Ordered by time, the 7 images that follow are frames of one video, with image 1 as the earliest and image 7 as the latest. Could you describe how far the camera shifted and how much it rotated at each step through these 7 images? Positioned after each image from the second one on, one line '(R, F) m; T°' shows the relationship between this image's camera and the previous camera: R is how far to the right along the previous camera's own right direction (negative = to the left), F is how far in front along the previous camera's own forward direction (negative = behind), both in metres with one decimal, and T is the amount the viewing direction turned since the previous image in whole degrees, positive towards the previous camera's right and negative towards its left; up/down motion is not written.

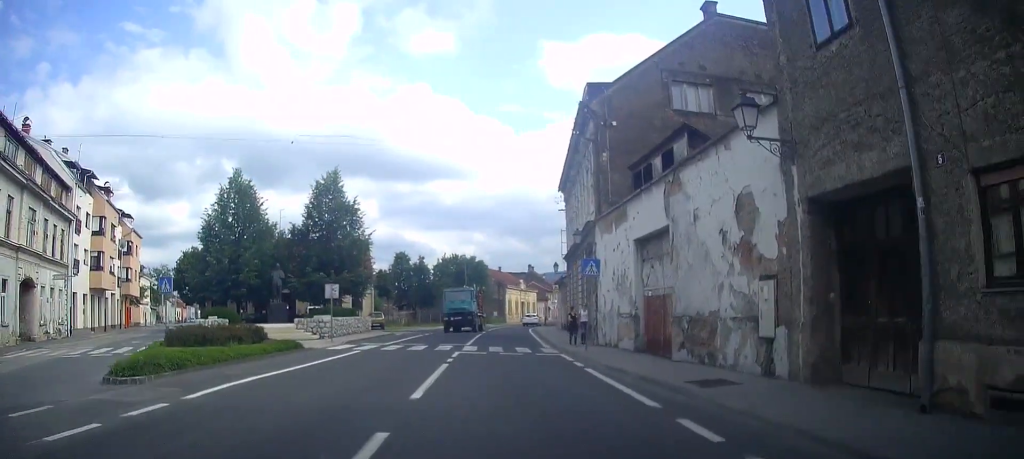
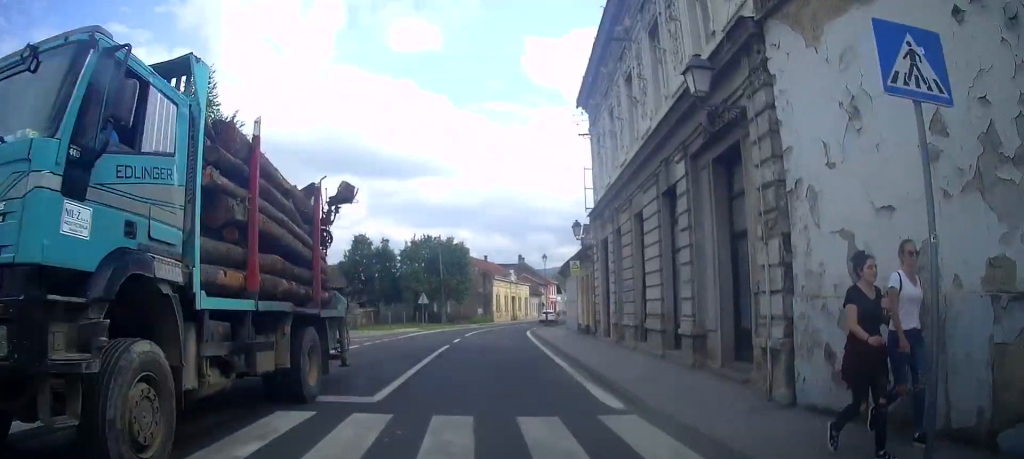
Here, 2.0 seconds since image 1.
(-0.1, +18.3) m; 0°
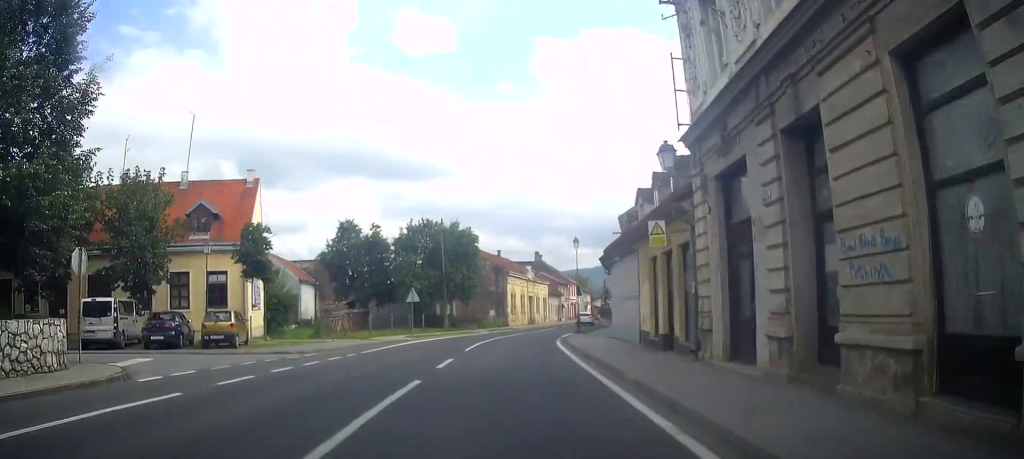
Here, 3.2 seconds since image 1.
(+0.1, +12.0) m; 0°
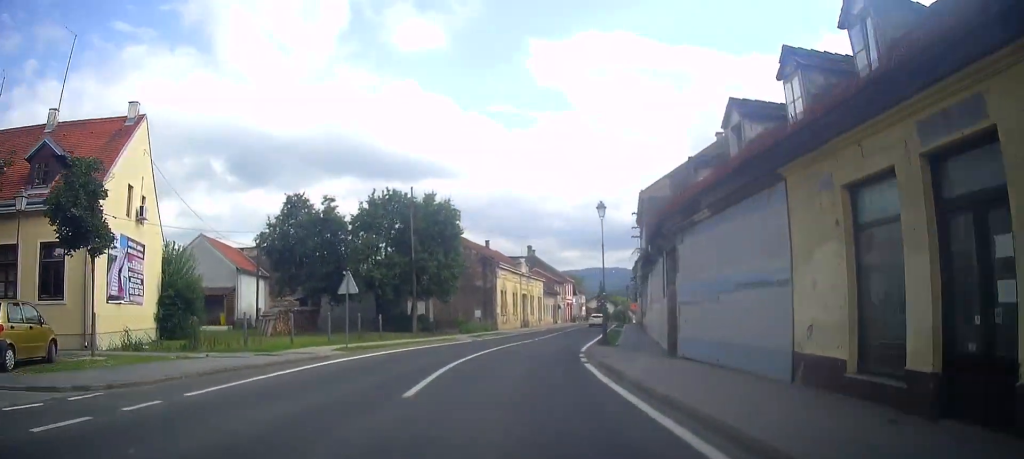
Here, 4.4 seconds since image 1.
(0.0, +12.4) m; +1°
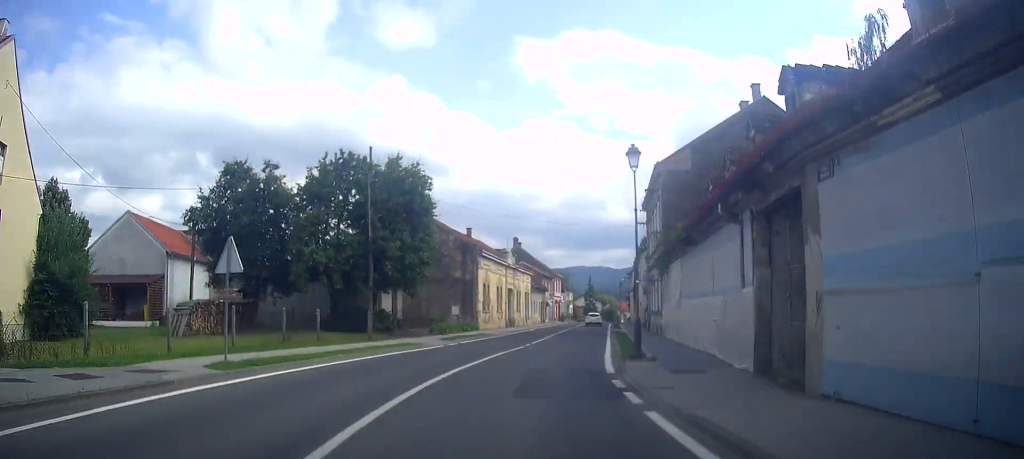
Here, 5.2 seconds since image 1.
(+0.1, +8.6) m; +2°
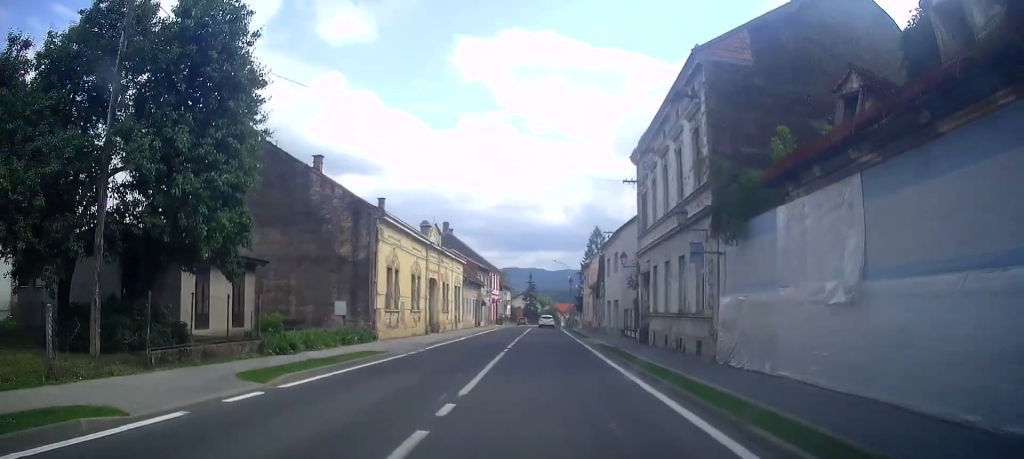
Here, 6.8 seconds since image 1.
(+0.9, +17.5) m; +7°
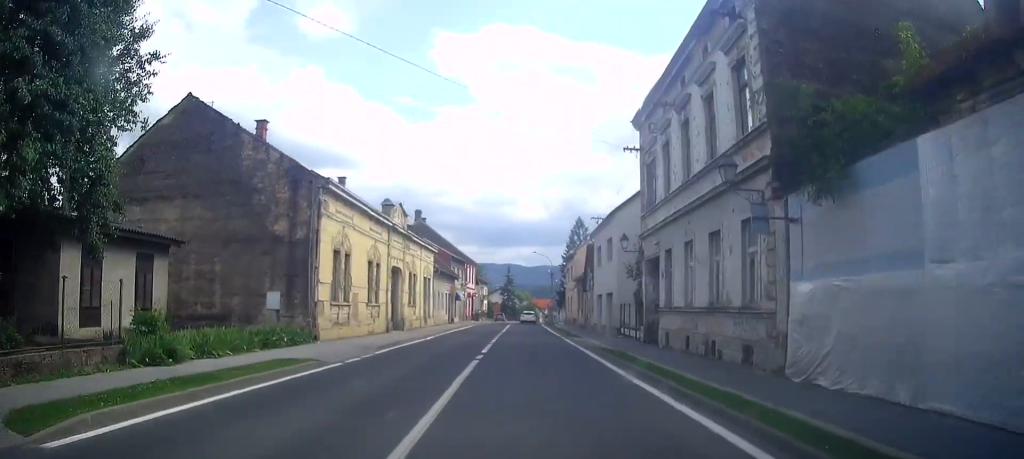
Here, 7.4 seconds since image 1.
(+0.2, +6.0) m; +3°
